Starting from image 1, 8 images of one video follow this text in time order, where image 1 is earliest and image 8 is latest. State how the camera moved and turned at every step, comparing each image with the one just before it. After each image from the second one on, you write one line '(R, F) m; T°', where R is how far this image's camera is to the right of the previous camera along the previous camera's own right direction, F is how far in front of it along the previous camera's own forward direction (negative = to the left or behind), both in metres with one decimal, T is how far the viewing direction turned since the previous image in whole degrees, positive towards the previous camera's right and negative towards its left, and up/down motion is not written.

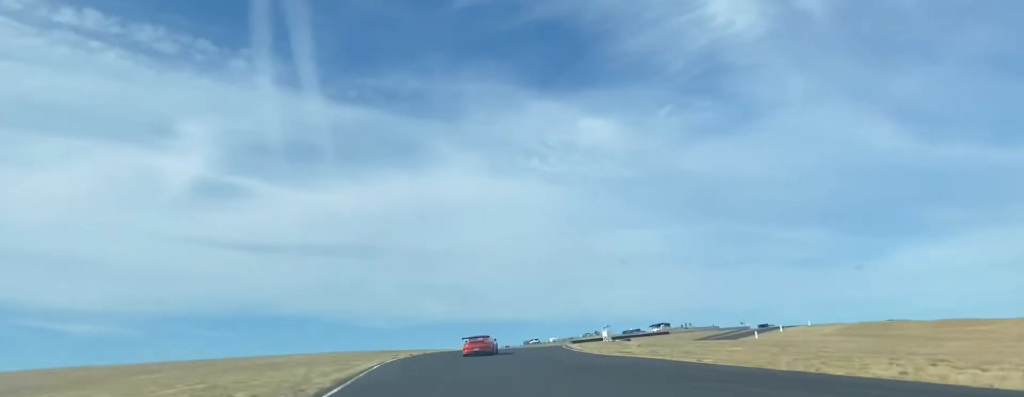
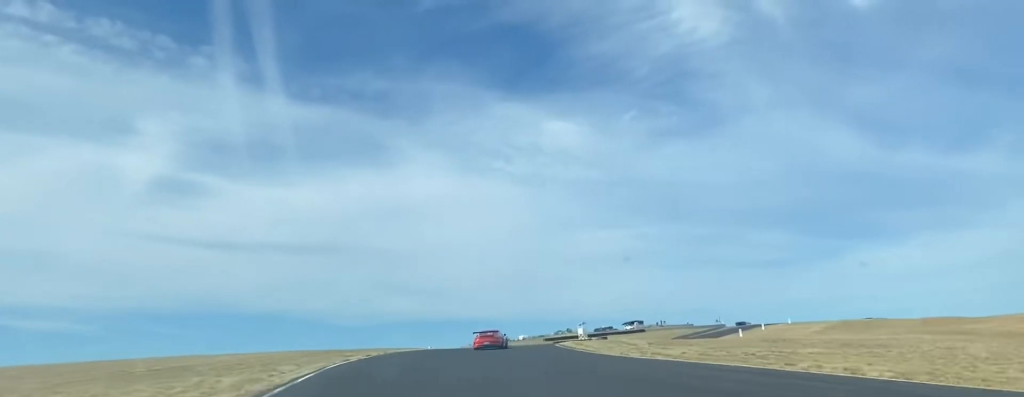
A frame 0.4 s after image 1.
(0.0, +13.0) m; 0°
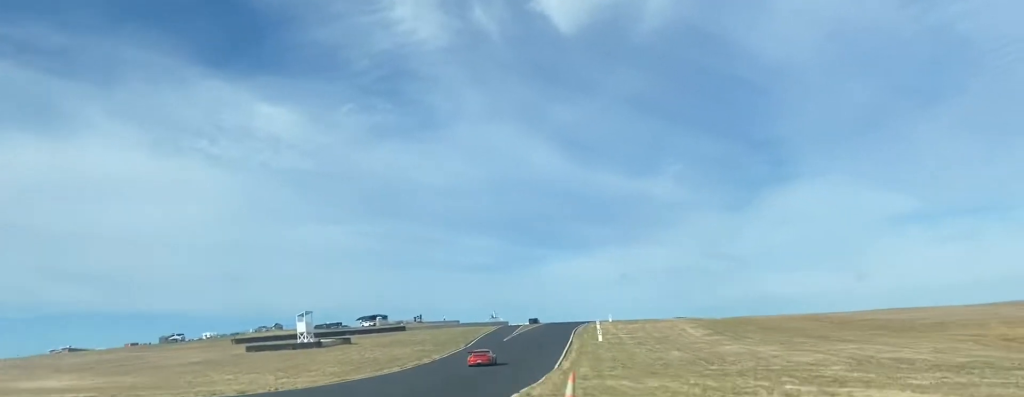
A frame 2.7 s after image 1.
(+13.8, +87.9) m; +21°
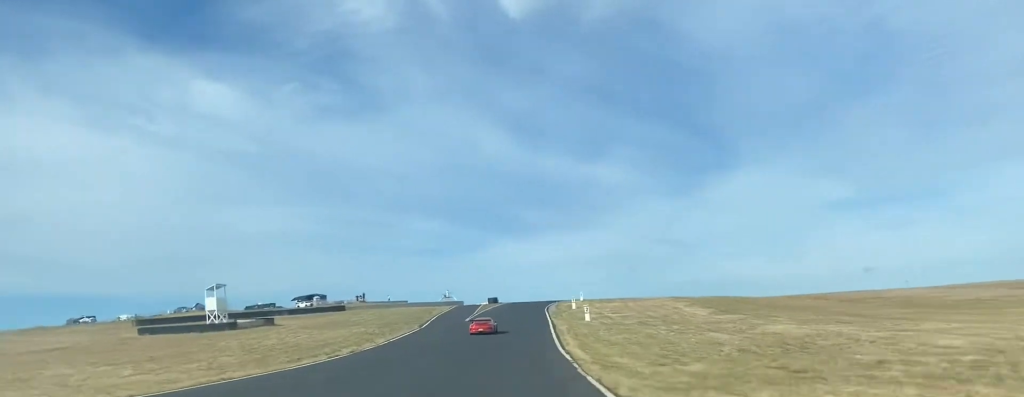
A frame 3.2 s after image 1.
(+1.4, +20.6) m; +3°
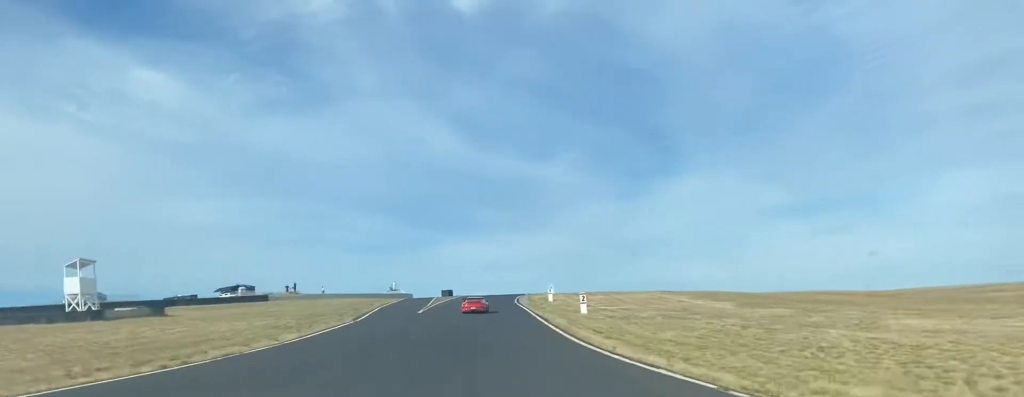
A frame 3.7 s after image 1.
(+0.6, +21.8) m; +3°
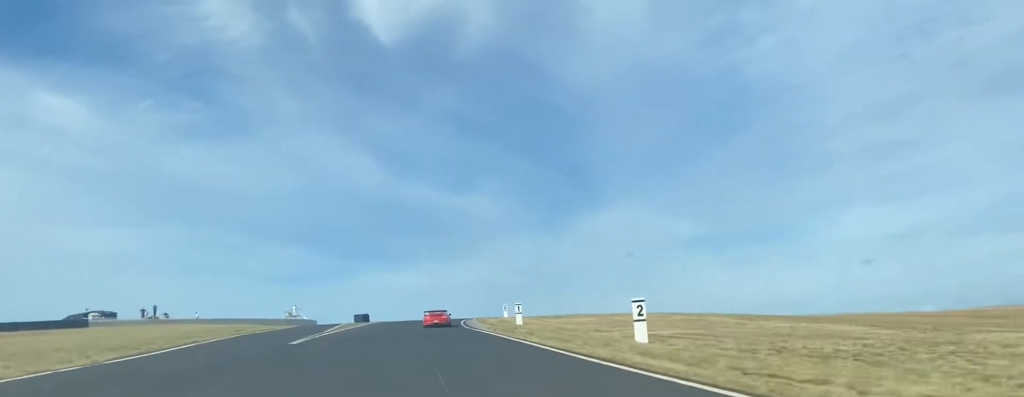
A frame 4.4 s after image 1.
(+0.6, +32.2) m; +4°
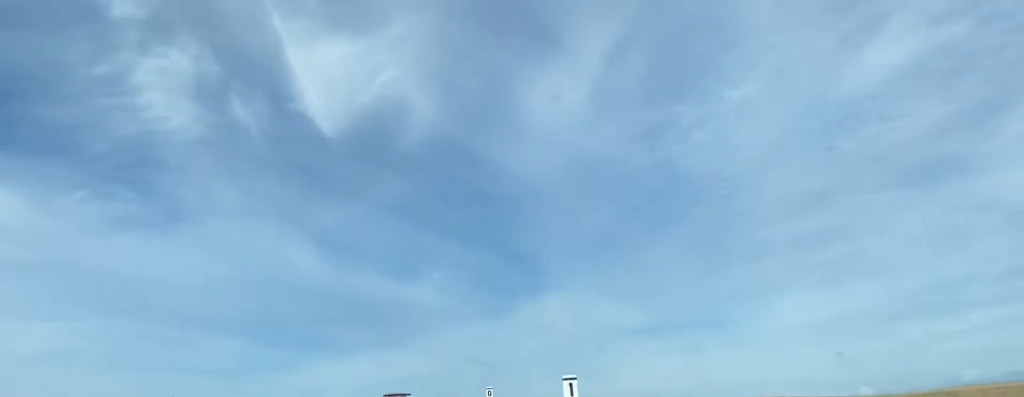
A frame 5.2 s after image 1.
(+1.9, +34.2) m; +3°
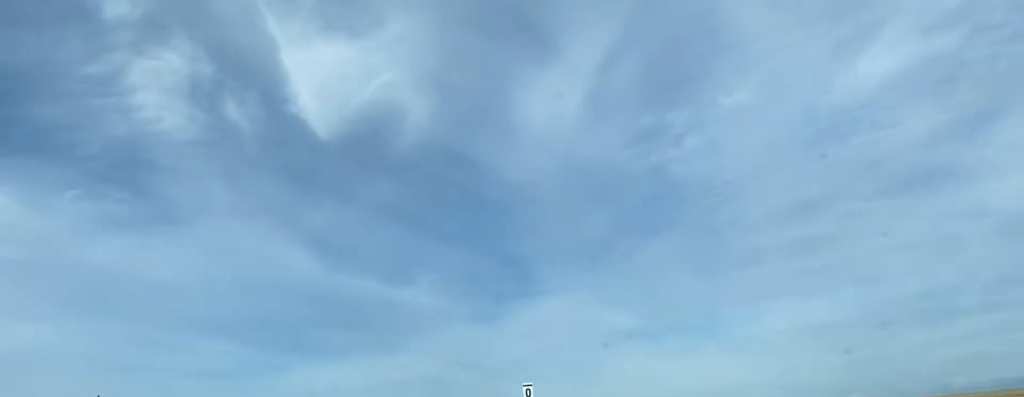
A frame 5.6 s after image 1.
(+0.7, +20.3) m; +2°
